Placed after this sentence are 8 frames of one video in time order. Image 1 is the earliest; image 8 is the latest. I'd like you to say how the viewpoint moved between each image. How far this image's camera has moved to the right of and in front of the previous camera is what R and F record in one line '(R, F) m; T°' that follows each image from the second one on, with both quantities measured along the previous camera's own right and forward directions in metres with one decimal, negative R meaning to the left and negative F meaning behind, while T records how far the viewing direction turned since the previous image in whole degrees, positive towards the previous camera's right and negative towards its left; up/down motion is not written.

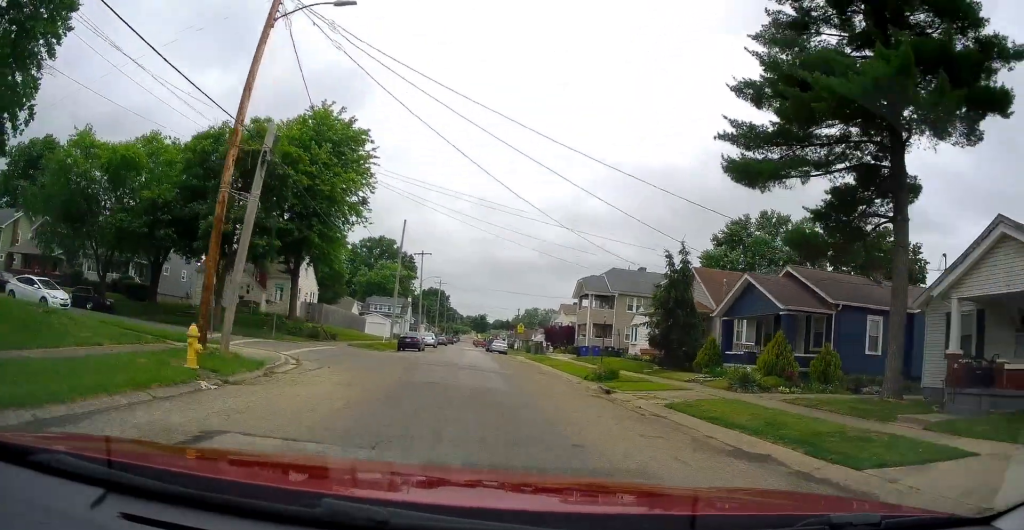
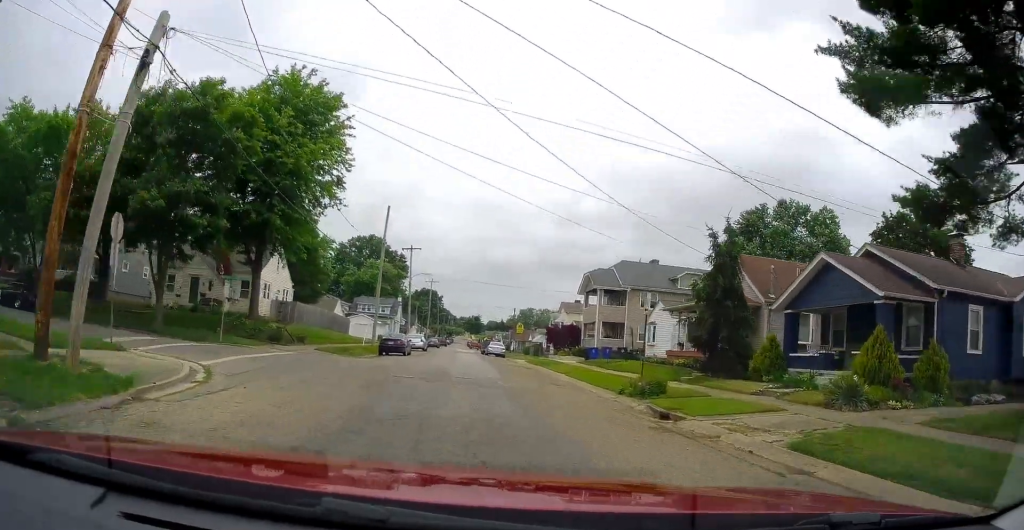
(+0.2, +6.3) m; -1°
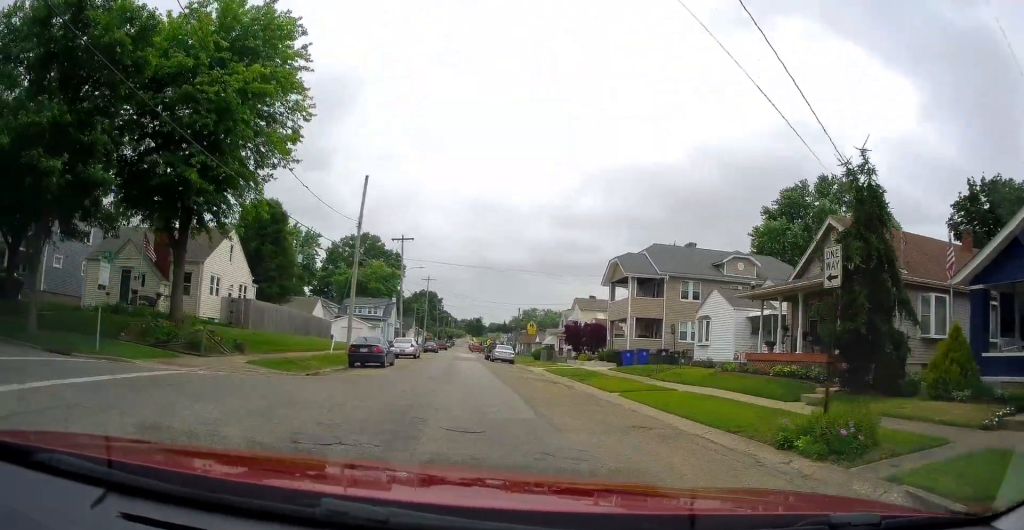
(-0.8, +9.4) m; 0°
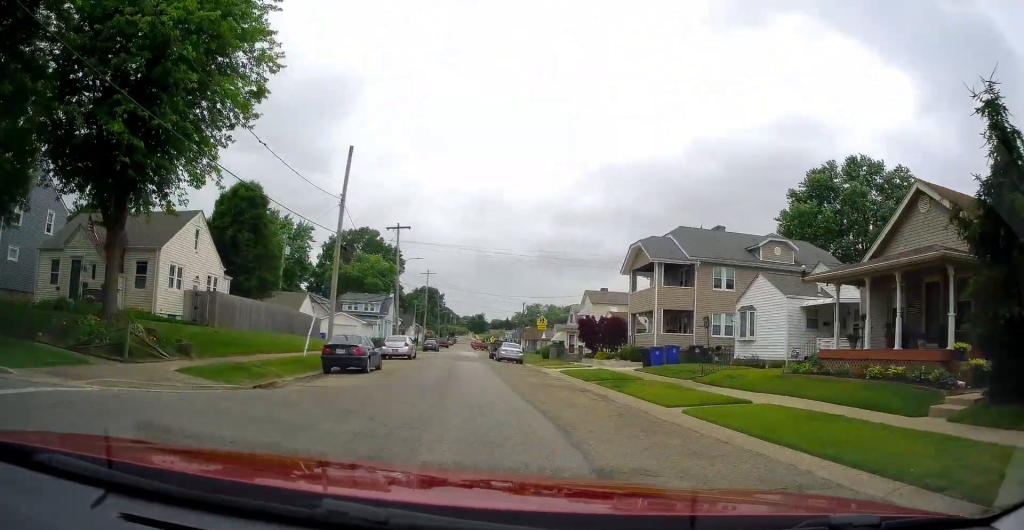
(+0.5, +5.1) m; +3°
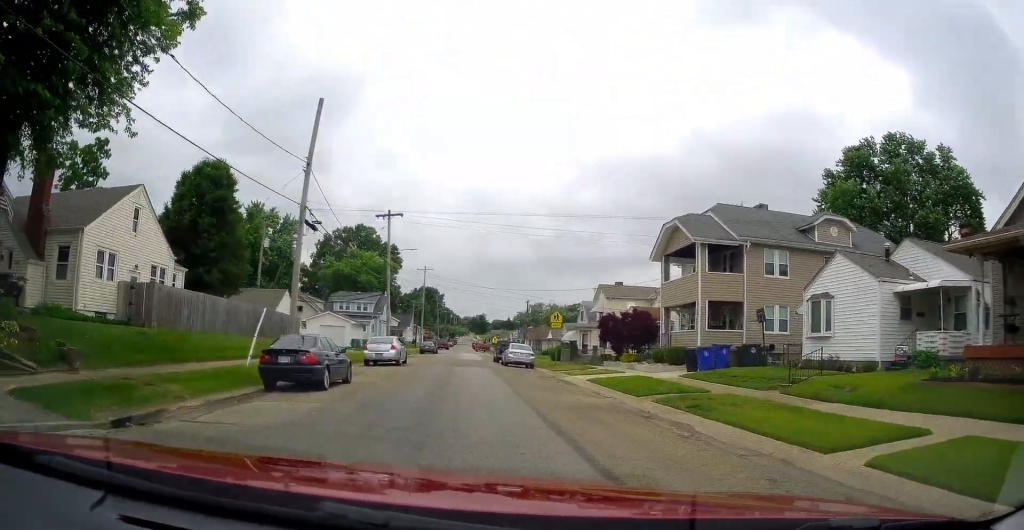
(+0.3, +6.4) m; +2°
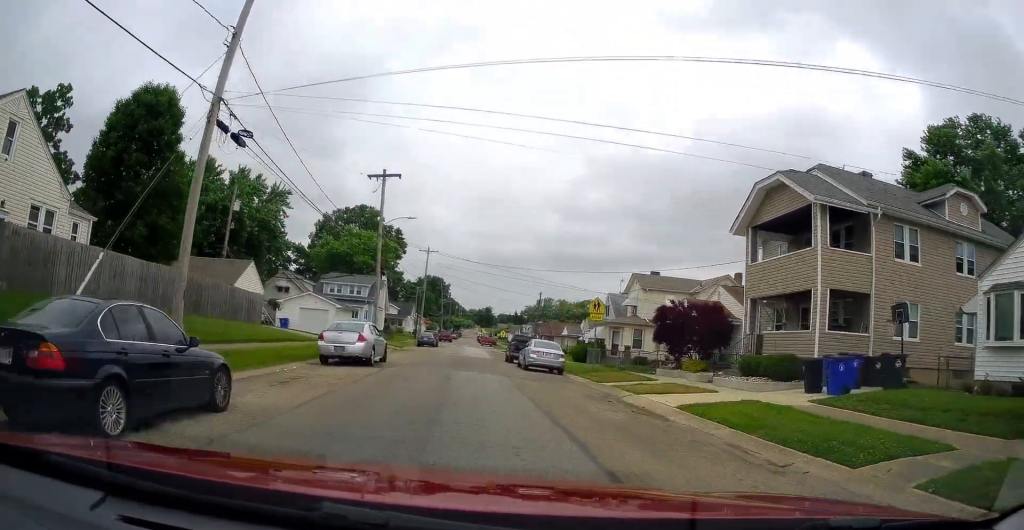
(0.0, +9.5) m; -2°
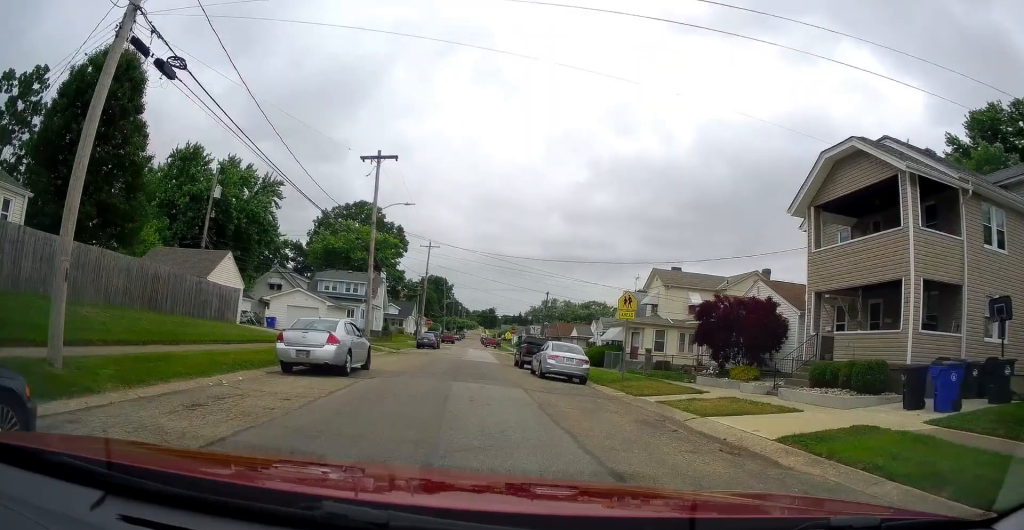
(-0.3, +4.5) m; 0°
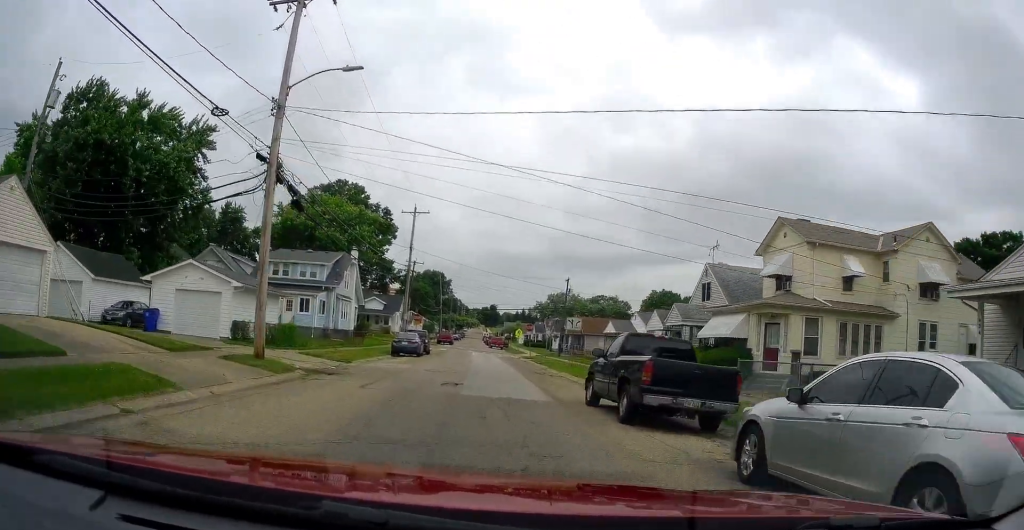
(+0.7, +19.1) m; +3°
